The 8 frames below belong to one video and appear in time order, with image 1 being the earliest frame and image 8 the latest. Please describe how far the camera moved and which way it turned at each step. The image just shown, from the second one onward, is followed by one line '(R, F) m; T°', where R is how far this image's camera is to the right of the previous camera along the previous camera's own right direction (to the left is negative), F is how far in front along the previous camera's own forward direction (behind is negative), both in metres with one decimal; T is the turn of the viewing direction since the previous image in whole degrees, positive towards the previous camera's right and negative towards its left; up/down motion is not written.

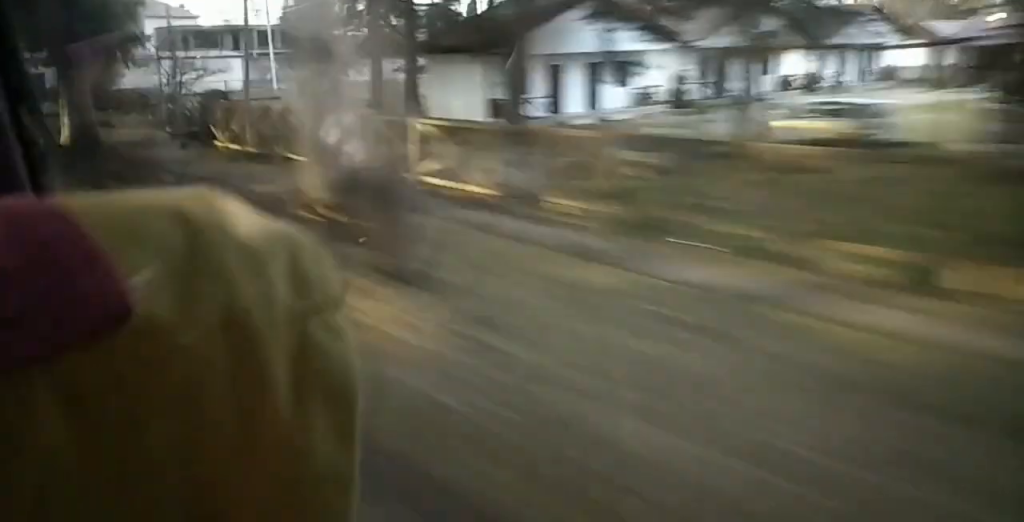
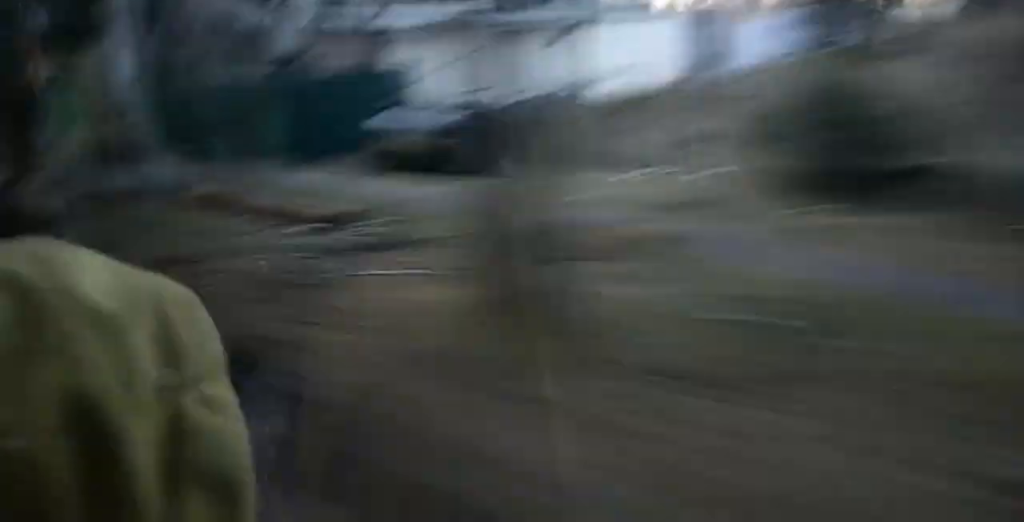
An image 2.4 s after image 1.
(-1.0, +53.6) m; +1°
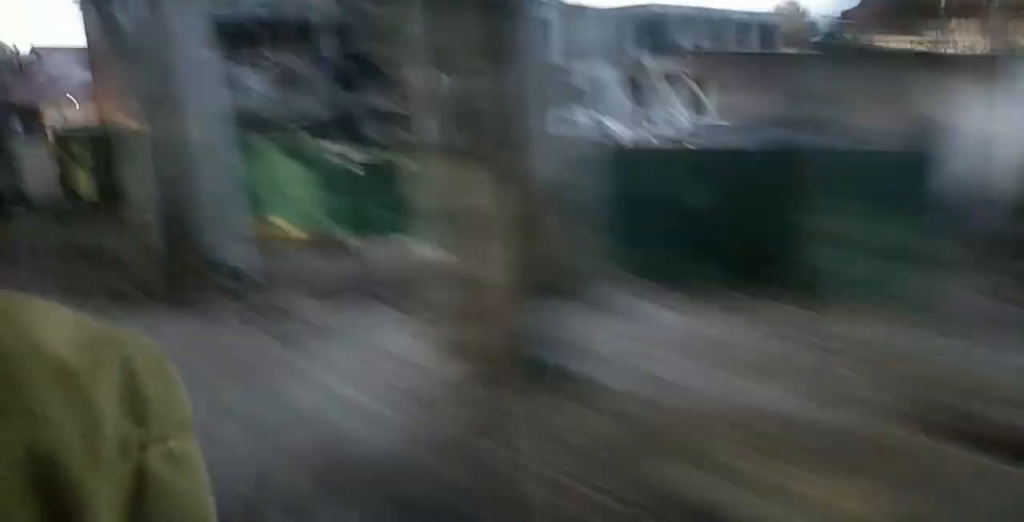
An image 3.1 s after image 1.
(+0.3, +14.9) m; -1°
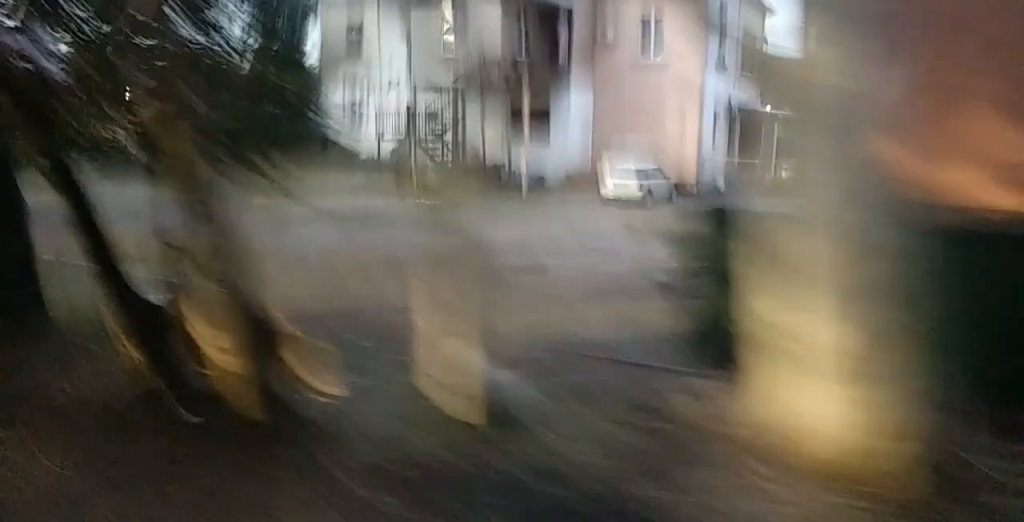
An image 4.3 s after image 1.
(-0.7, +25.3) m; -3°
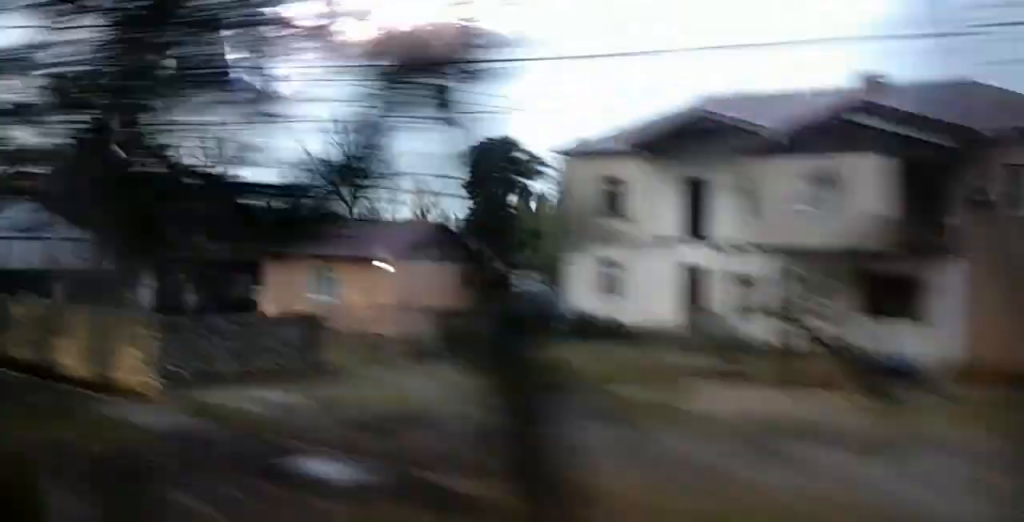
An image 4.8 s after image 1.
(-0.2, +10.5) m; -1°
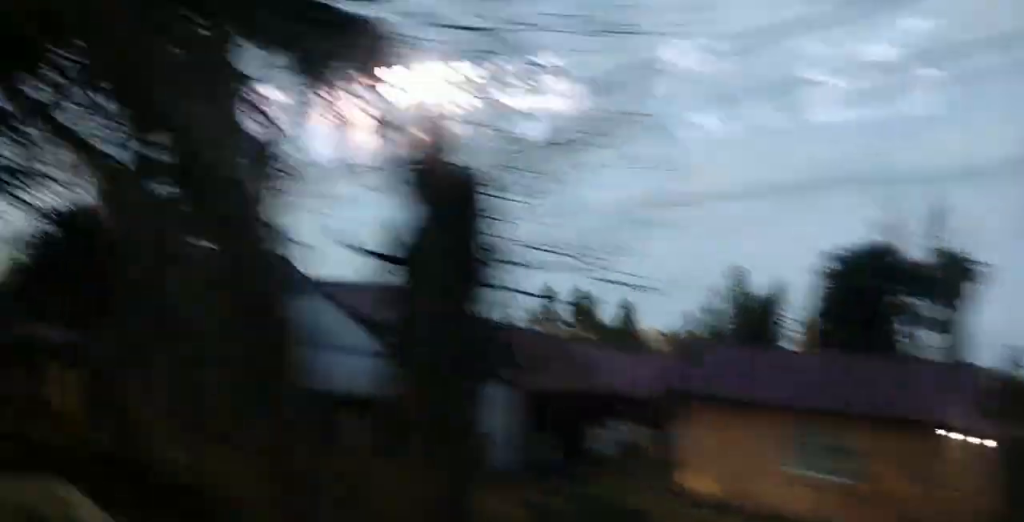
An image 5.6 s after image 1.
(-0.1, +18.3) m; +2°
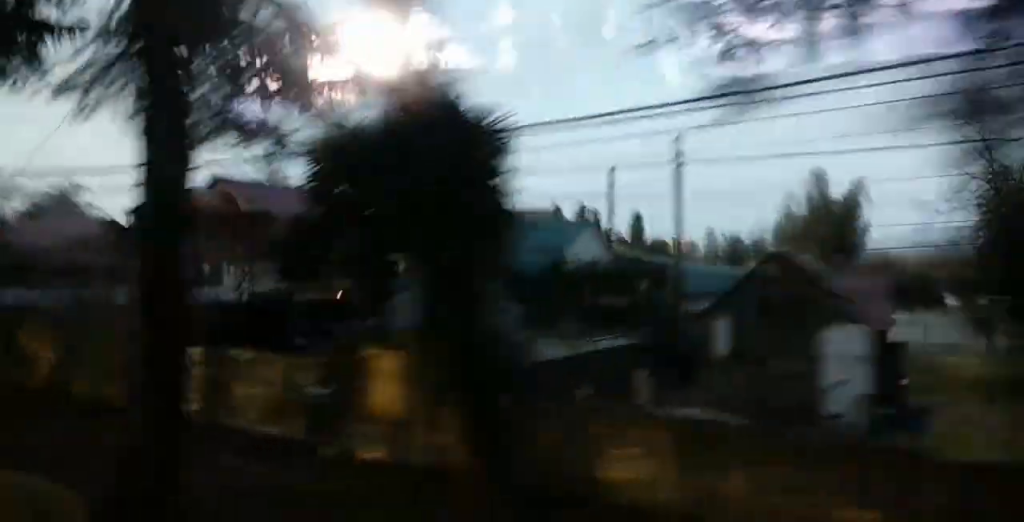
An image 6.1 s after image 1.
(+0.4, +10.2) m; +1°
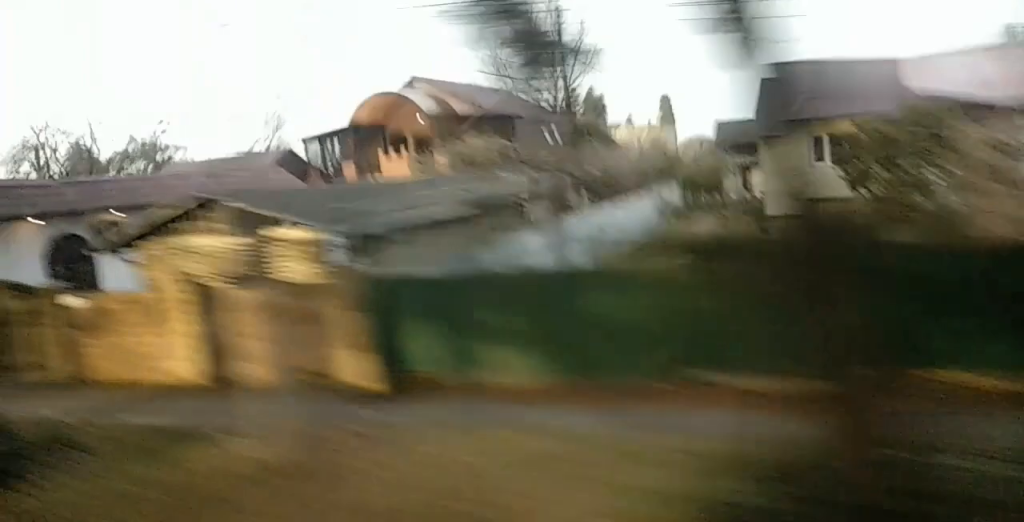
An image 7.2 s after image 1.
(+0.3, +23.6) m; +1°
